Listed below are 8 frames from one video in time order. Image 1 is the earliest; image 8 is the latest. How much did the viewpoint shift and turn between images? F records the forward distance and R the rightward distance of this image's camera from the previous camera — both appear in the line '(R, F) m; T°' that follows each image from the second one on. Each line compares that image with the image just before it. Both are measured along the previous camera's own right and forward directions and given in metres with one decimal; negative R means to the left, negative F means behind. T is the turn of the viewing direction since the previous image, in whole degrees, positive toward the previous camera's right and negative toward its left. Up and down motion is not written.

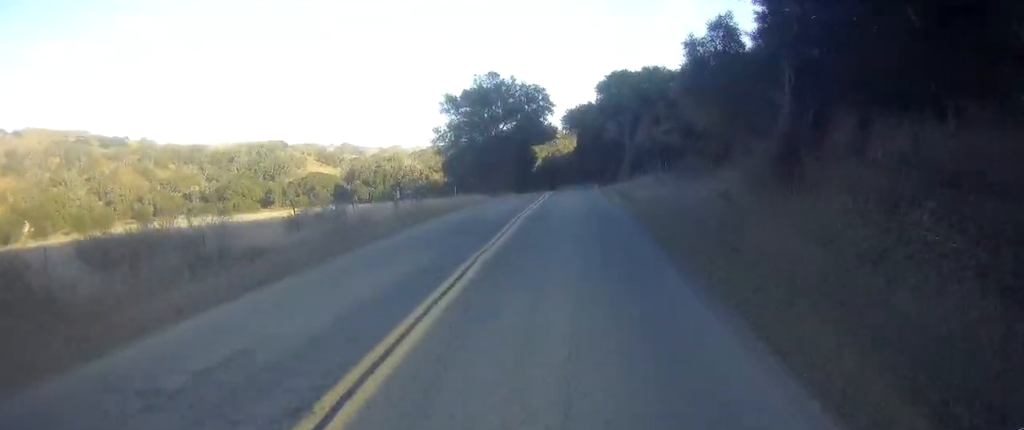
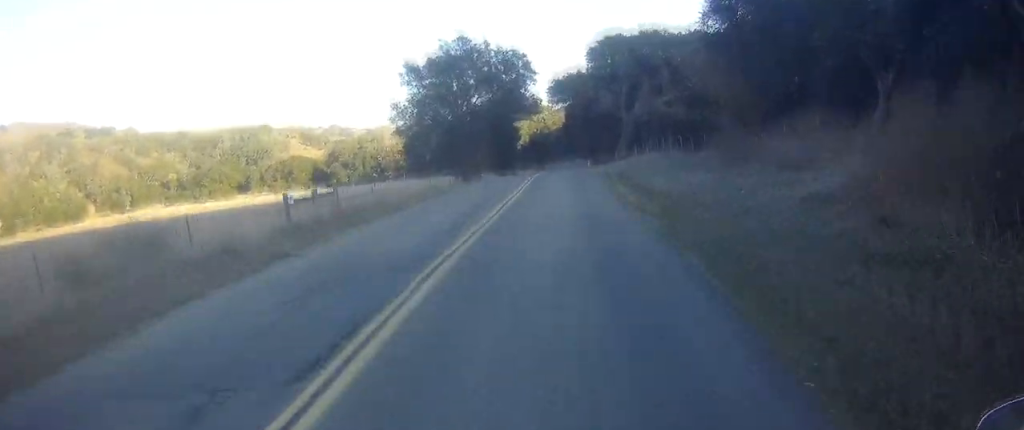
(+0.8, +10.4) m; +8°
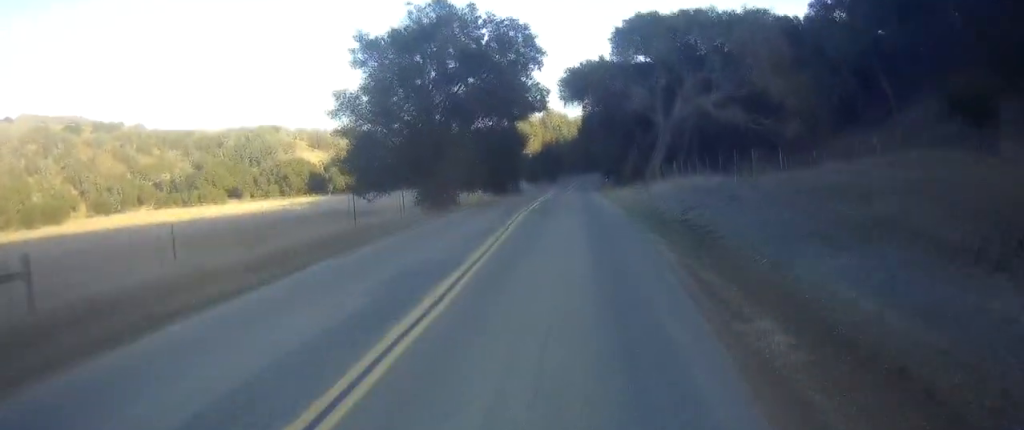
(+1.1, +14.6) m; +3°
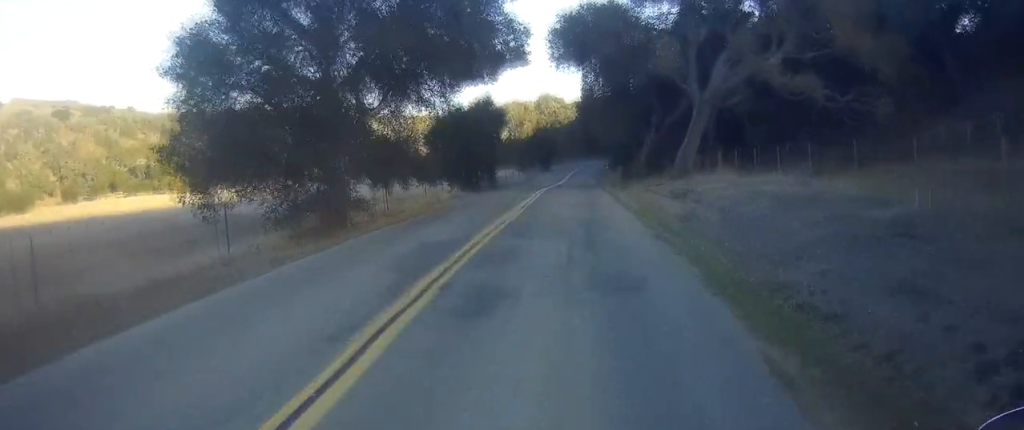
(-0.4, +14.8) m; -7°
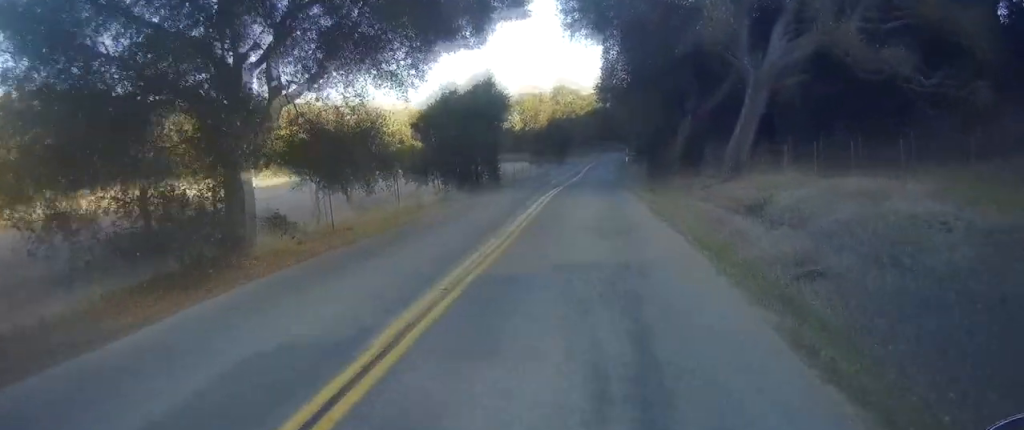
(-0.7, +7.3) m; -3°
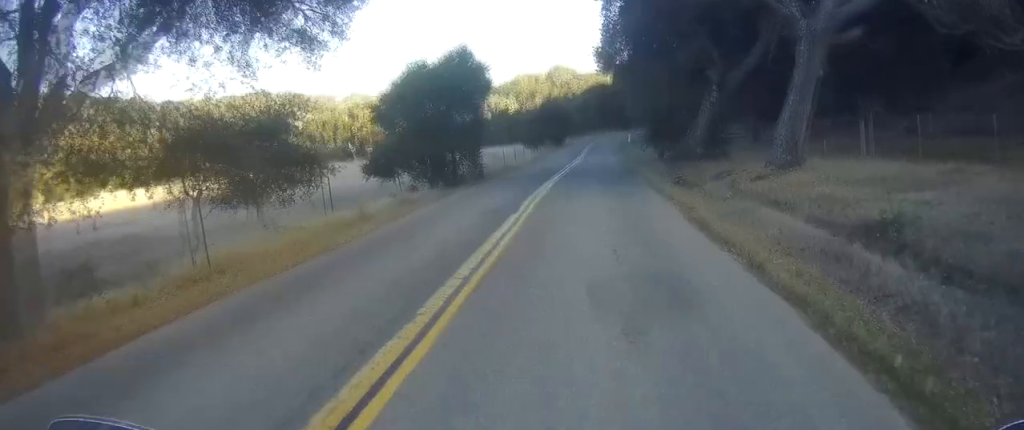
(-0.3, +6.3) m; -2°
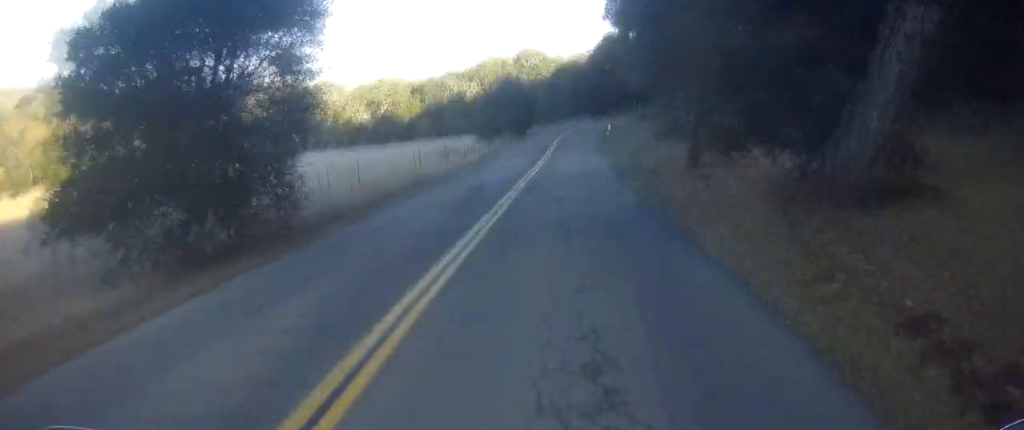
(0.0, +17.8) m; +1°
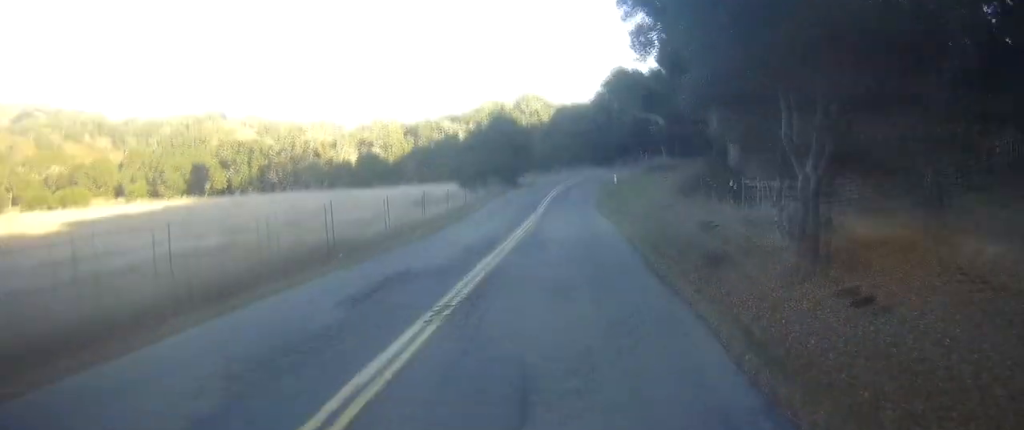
(+0.1, +9.9) m; +1°
